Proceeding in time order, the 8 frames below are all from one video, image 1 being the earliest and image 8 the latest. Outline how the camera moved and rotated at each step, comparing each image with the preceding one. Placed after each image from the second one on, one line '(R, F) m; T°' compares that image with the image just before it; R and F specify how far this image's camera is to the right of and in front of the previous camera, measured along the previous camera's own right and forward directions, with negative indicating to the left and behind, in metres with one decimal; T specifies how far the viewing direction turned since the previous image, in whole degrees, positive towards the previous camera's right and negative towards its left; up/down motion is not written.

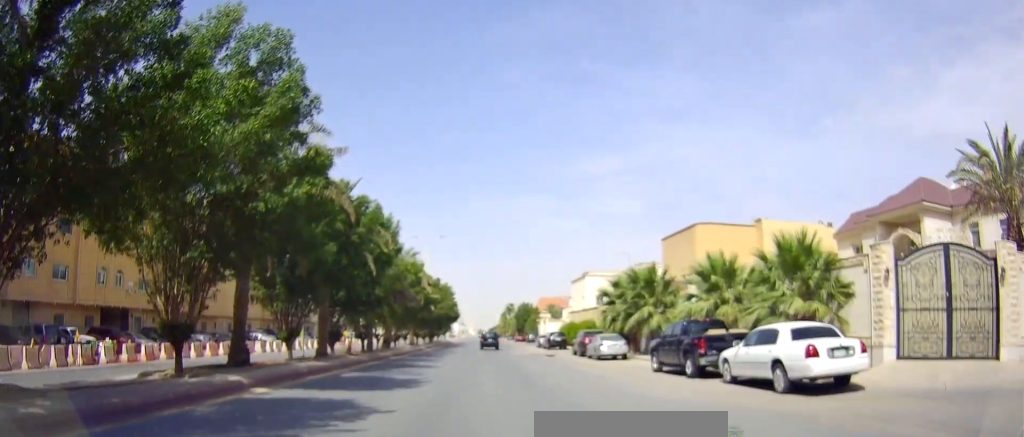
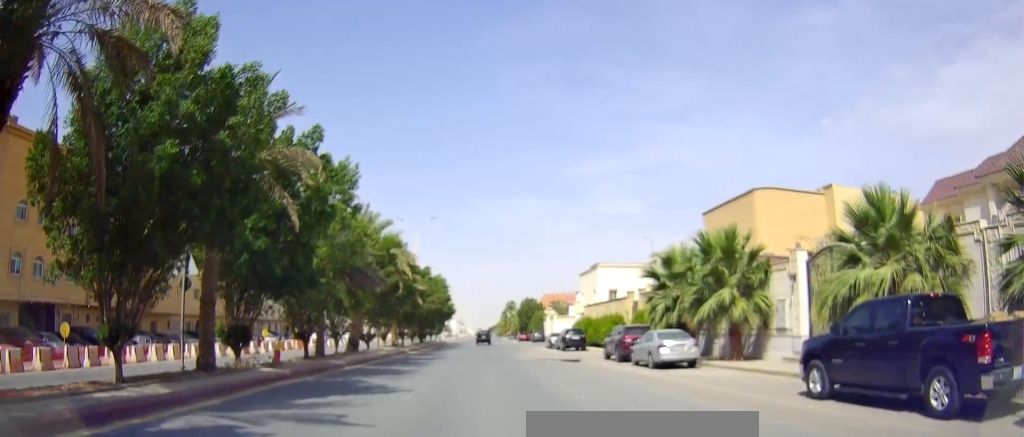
(-0.6, +9.4) m; -2°
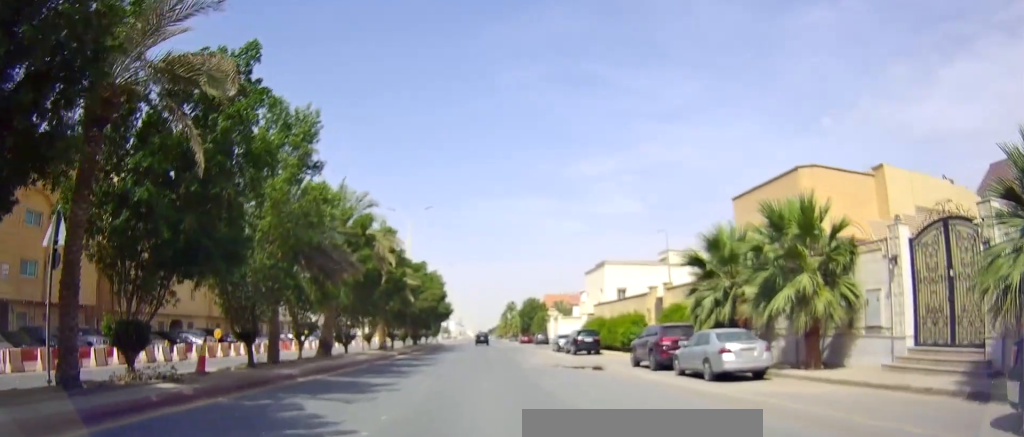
(0.0, +5.3) m; +3°
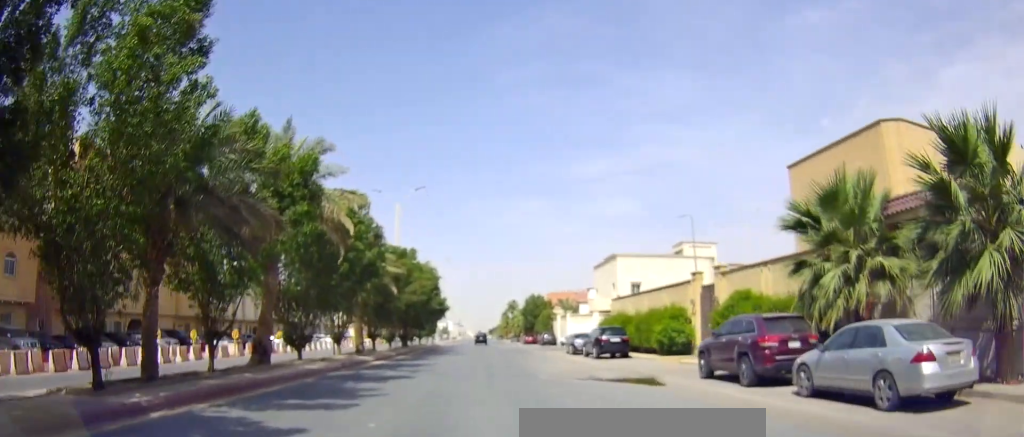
(+0.3, +7.6) m; -2°
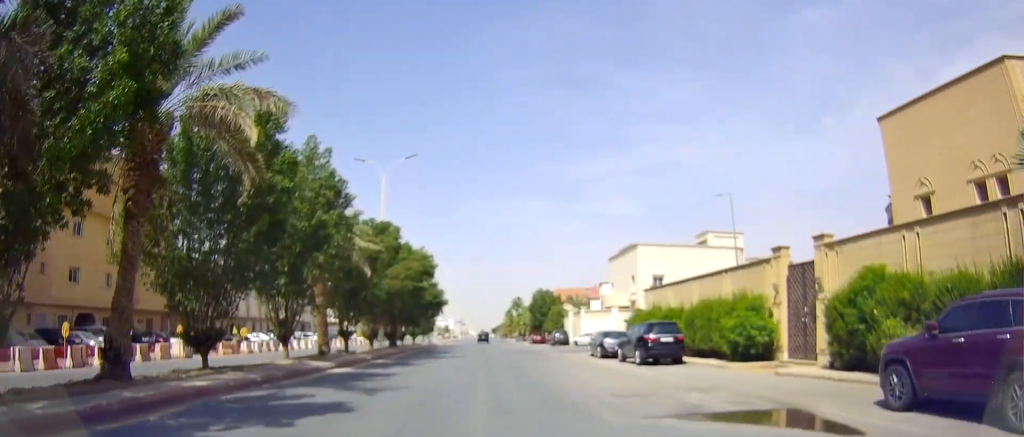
(-0.7, +8.3) m; -4°
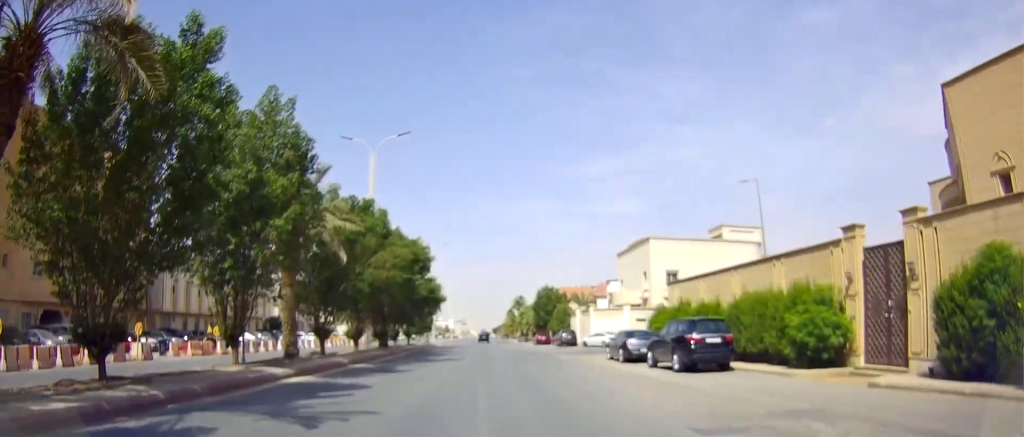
(+0.1, +4.8) m; 0°
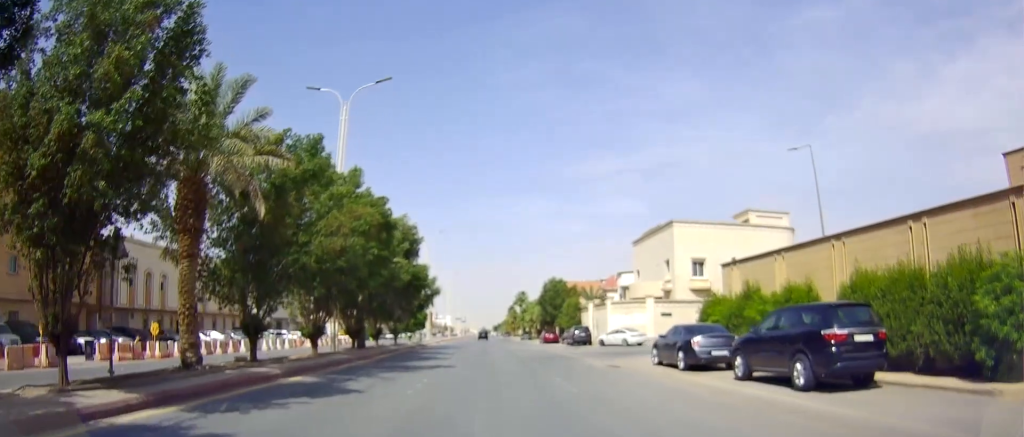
(-0.1, +8.3) m; 0°
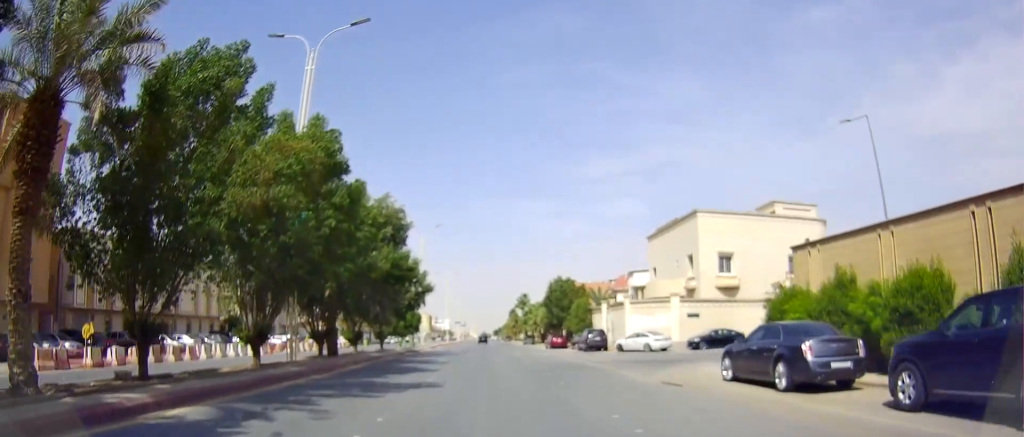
(+0.2, +6.8) m; +3°
